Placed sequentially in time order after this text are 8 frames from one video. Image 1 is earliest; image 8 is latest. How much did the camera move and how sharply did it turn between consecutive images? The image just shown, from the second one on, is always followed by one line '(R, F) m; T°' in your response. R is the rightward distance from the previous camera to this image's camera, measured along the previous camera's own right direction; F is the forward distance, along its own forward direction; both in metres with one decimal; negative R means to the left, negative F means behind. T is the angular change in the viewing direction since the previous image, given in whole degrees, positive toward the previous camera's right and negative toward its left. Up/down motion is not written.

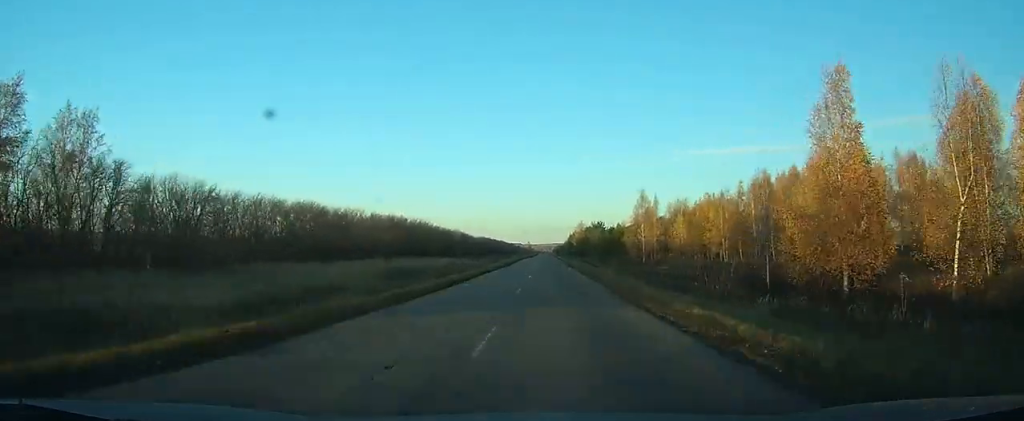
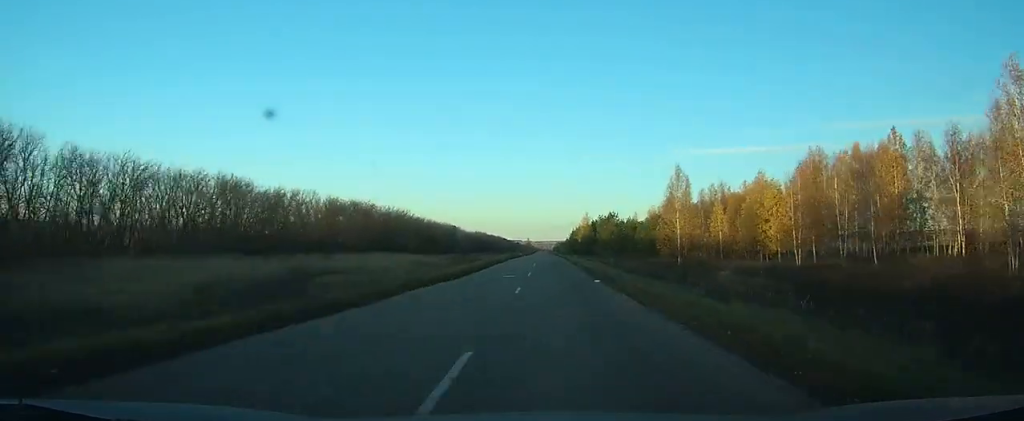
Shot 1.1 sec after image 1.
(0.0, +27.0) m; 0°
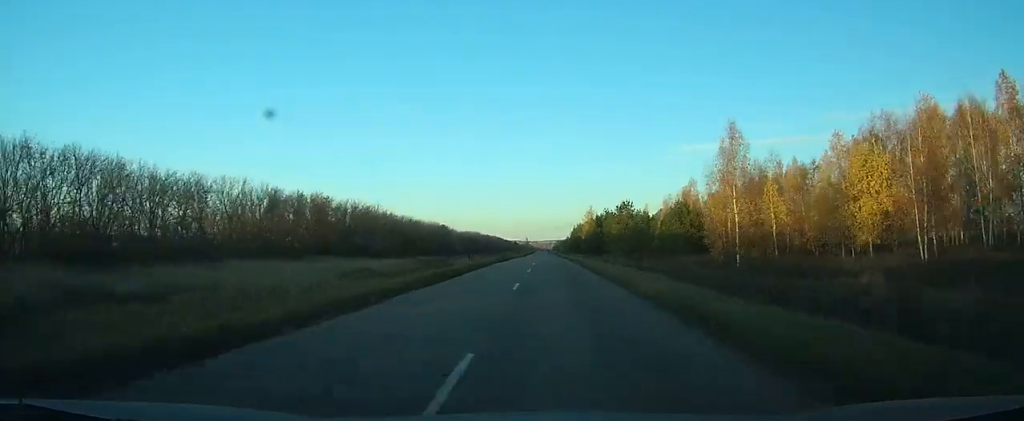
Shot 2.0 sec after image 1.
(0.0, +22.7) m; 0°
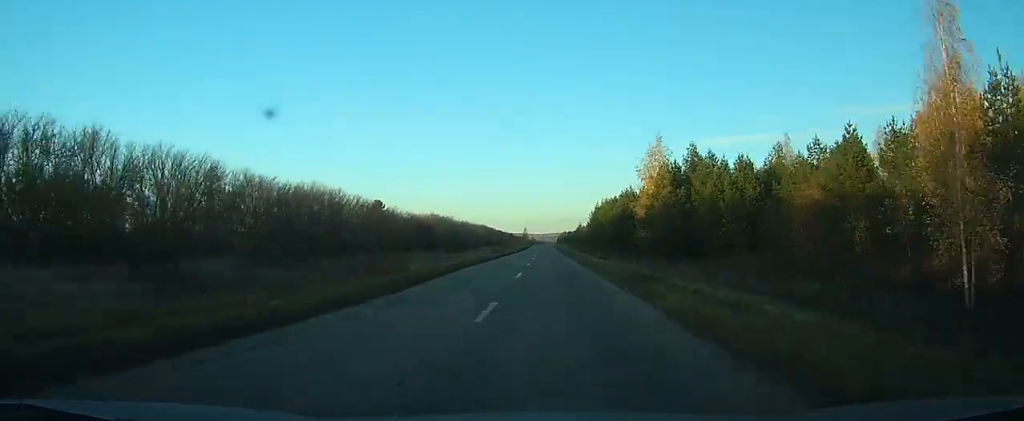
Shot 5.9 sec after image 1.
(-0.2, +96.1) m; 0°
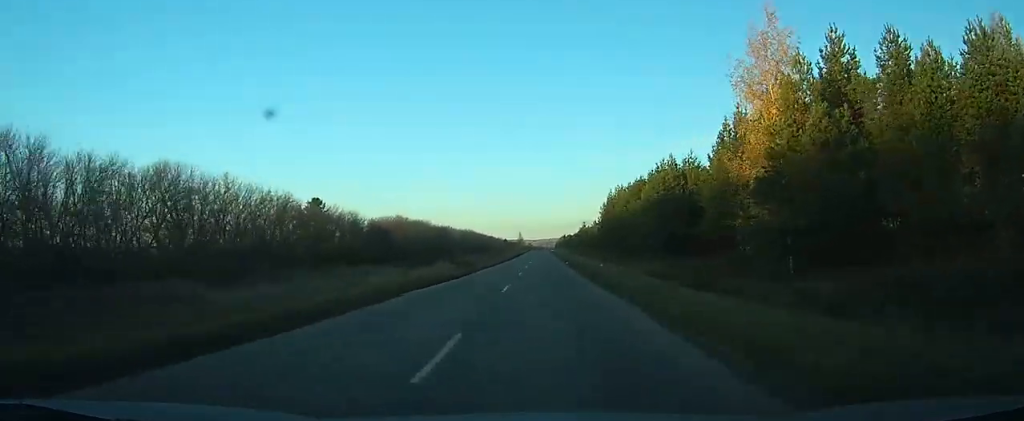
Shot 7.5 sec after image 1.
(-0.1, +40.1) m; 0°
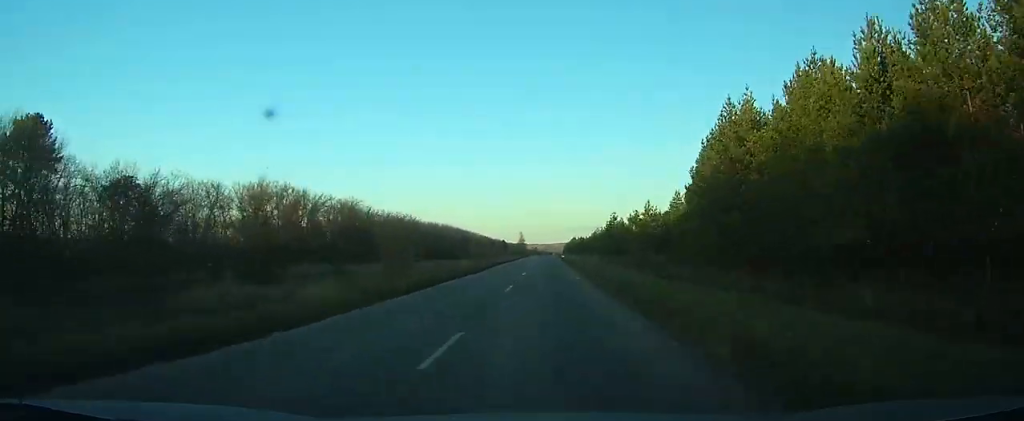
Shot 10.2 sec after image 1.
(-0.1, +73.2) m; 0°
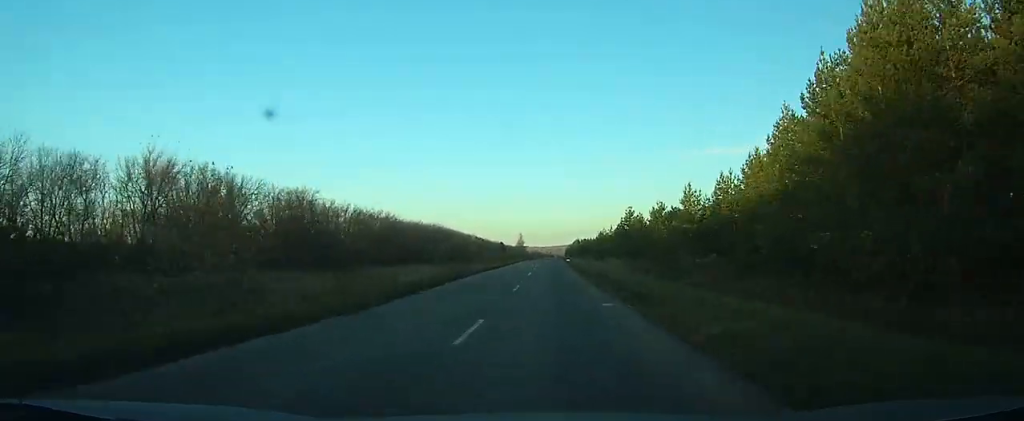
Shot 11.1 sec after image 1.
(0.0, +23.1) m; 0°
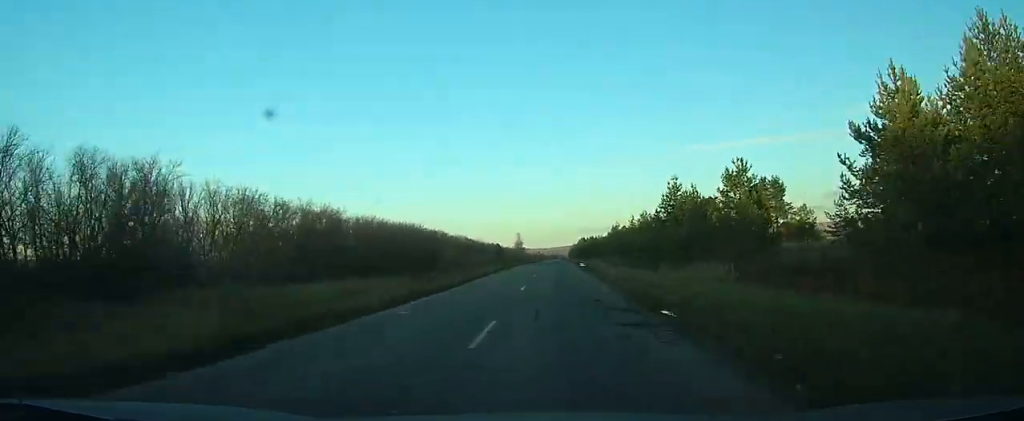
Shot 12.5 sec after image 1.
(0.0, +35.3) m; 0°
